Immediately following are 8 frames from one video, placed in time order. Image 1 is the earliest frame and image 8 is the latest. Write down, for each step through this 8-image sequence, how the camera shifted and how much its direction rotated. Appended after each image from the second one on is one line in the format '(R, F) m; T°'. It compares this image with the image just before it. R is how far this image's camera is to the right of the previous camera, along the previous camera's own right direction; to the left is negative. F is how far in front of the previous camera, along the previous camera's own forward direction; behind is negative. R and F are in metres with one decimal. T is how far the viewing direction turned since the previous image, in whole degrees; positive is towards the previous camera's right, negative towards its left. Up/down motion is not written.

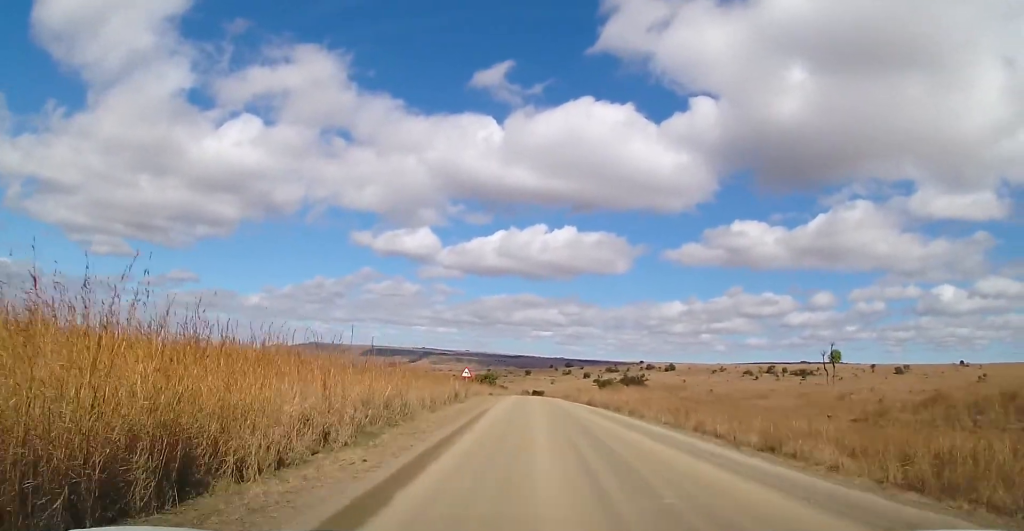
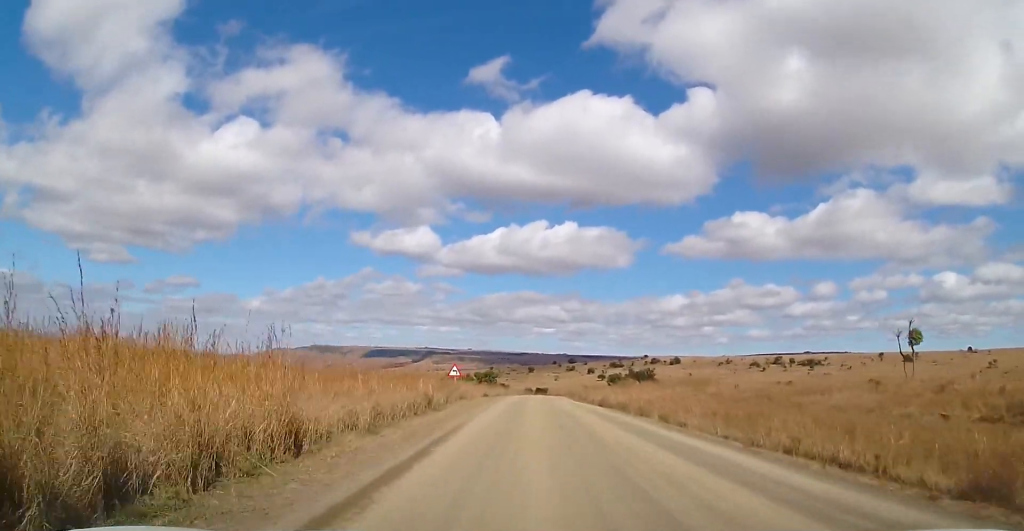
(+0.3, +9.2) m; 0°
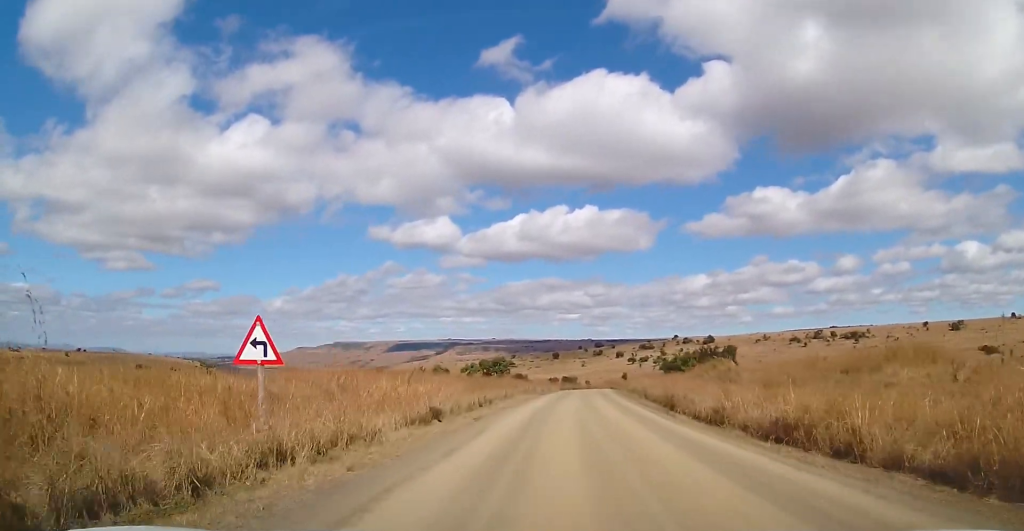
(-1.7, +35.2) m; -4°
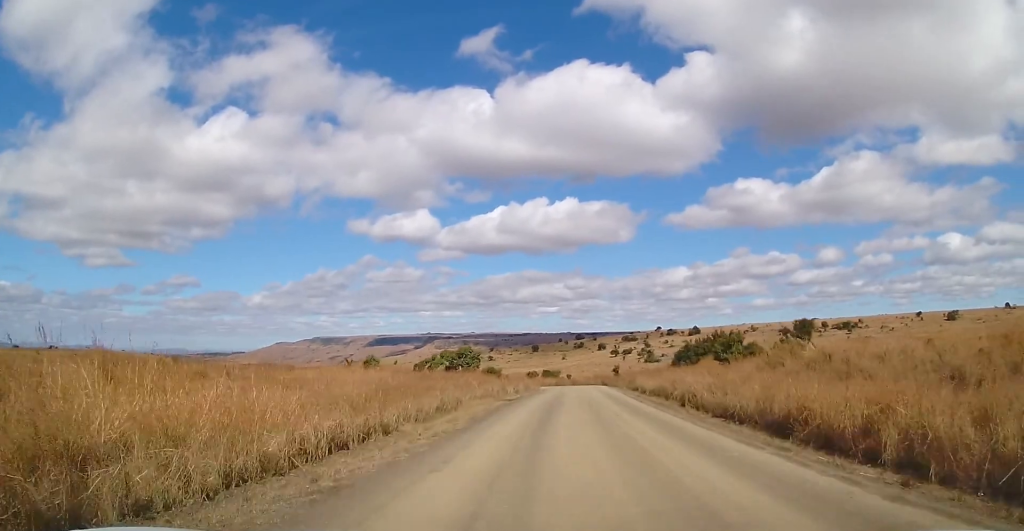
(+0.5, +19.1) m; +2°
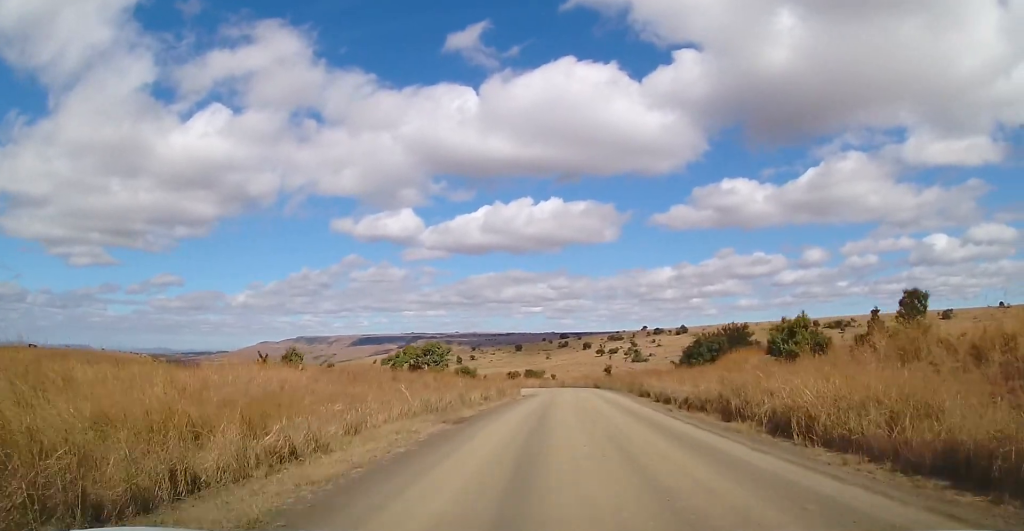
(0.0, +13.3) m; 0°
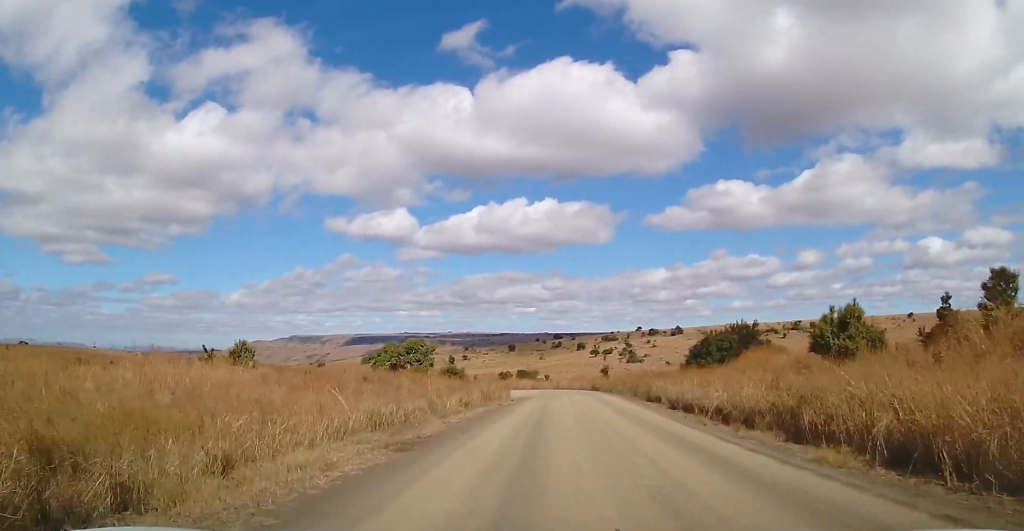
(0.0, +6.0) m; +1°
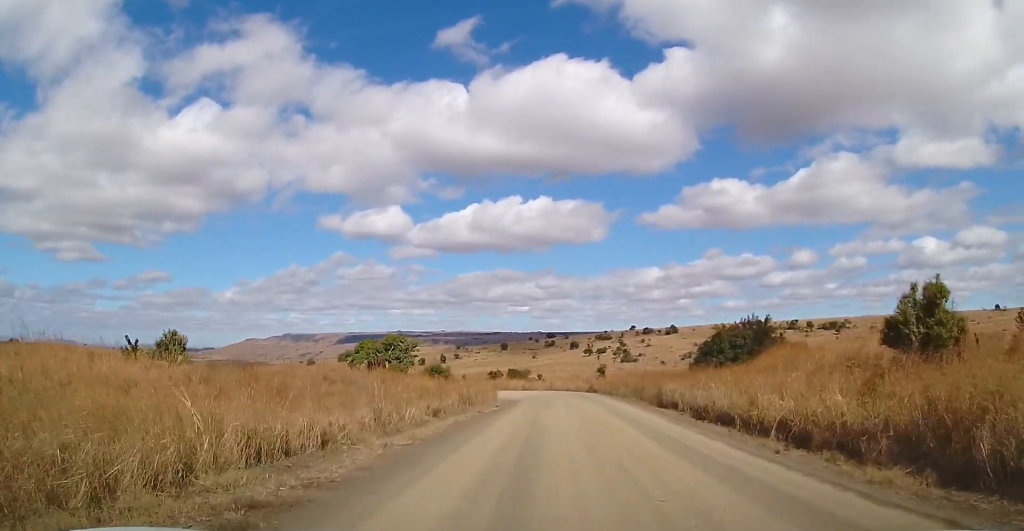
(-0.1, +6.5) m; +1°
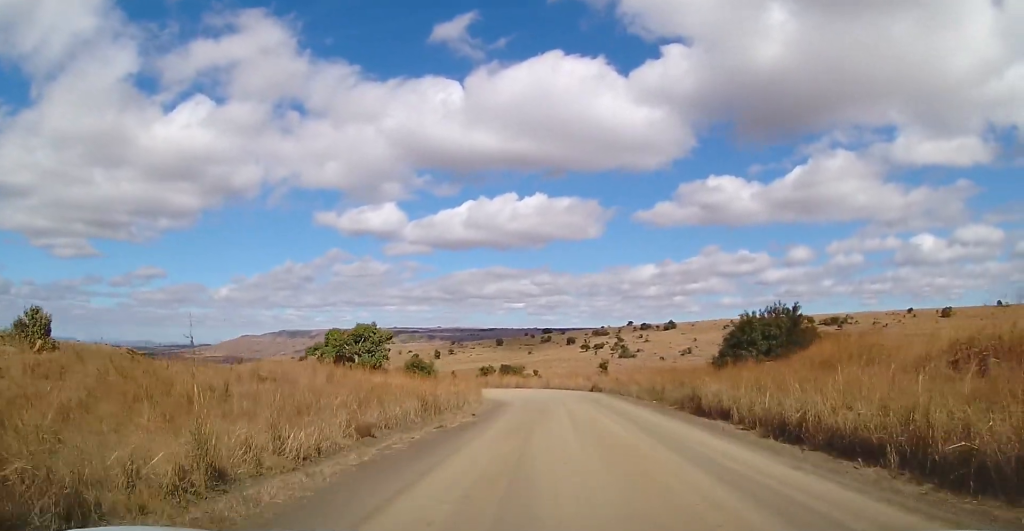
(+0.2, +8.9) m; +1°
